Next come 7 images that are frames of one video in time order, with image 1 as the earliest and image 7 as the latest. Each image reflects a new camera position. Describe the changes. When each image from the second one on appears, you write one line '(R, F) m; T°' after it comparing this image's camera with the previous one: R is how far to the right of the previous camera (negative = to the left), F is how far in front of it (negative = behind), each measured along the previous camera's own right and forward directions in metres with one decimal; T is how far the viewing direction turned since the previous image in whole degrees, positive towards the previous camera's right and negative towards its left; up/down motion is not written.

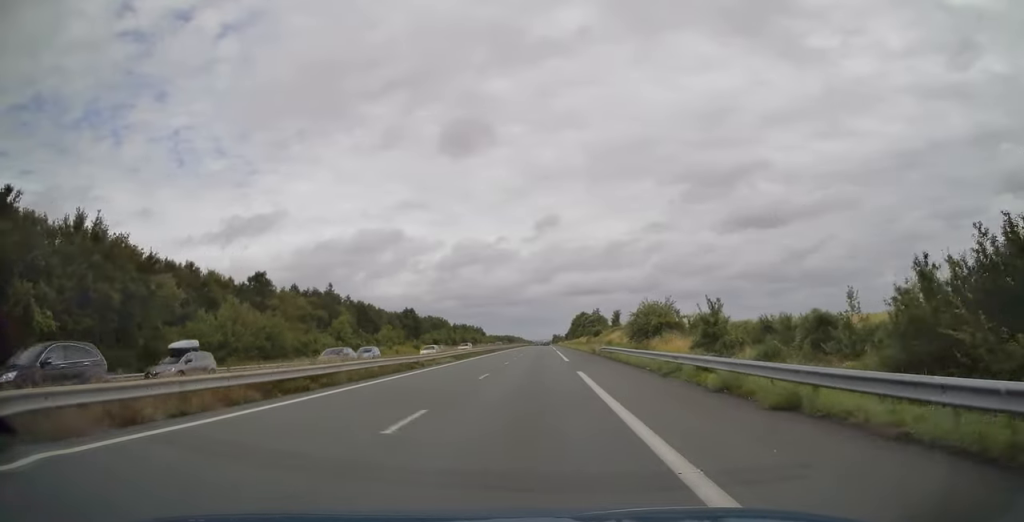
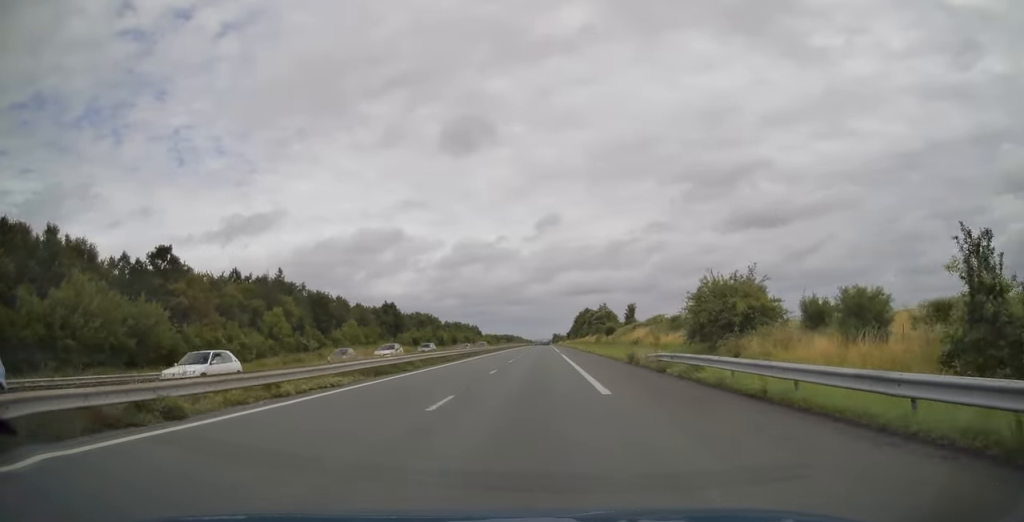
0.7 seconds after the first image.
(0.0, +23.3) m; 0°
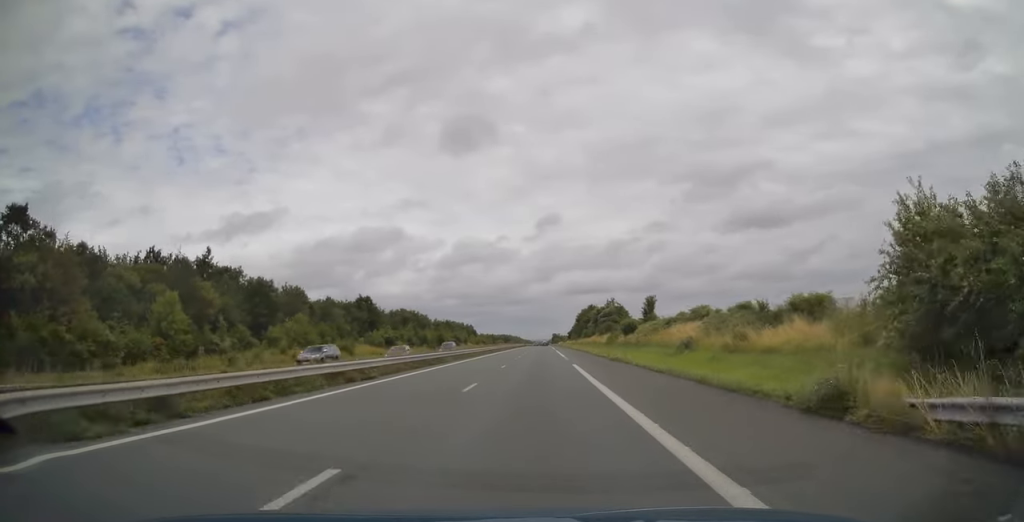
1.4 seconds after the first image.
(-0.2, +21.7) m; 0°
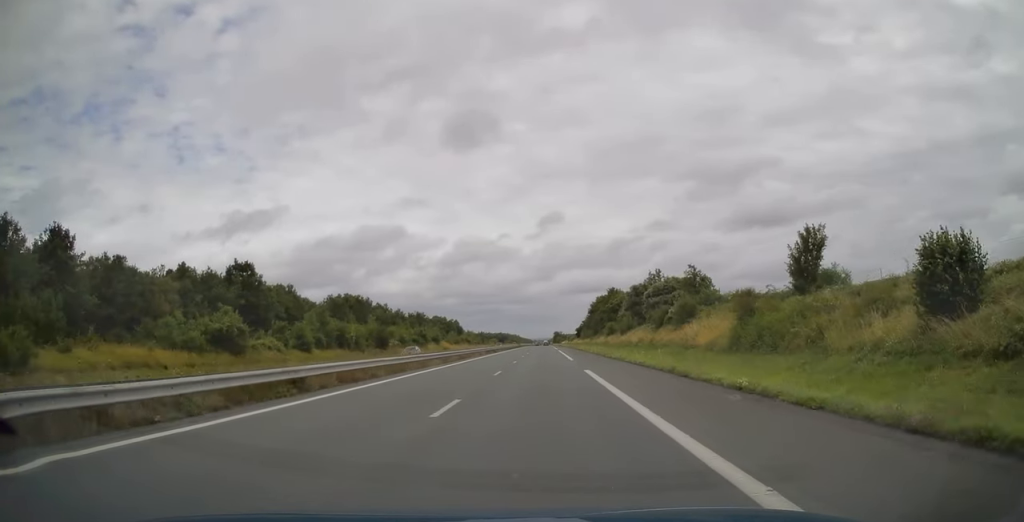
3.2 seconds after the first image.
(+0.4, +58.4) m; +1°
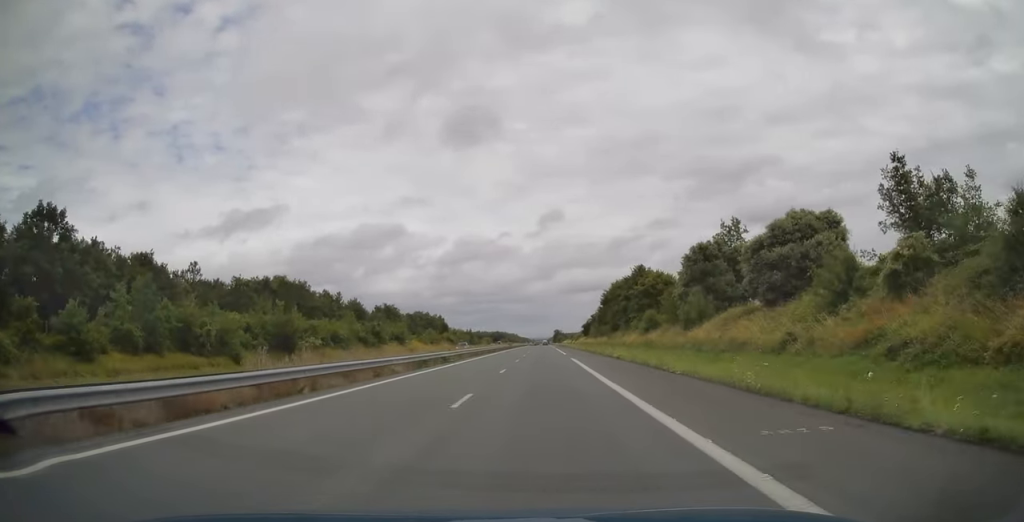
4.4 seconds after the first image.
(0.0, +37.8) m; 0°
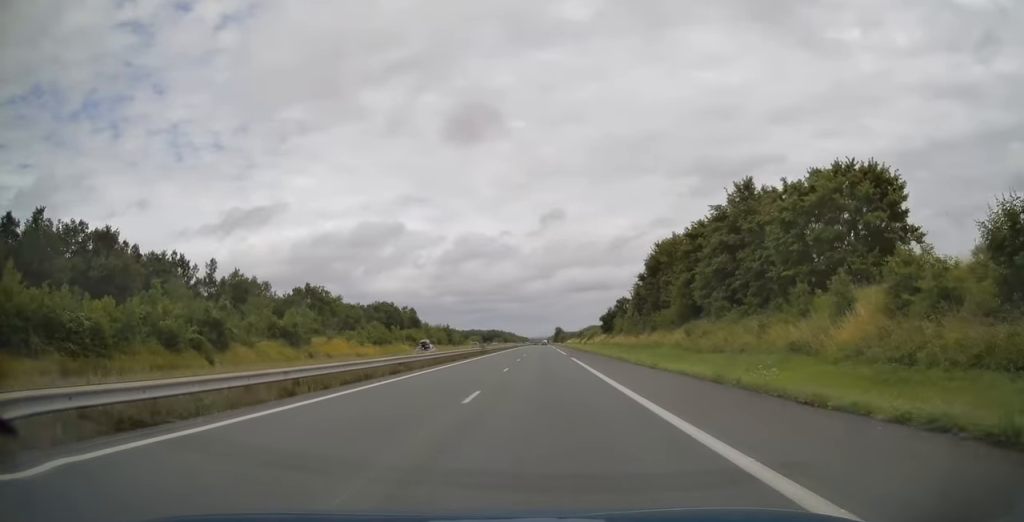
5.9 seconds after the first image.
(-0.3, +51.4) m; -1°
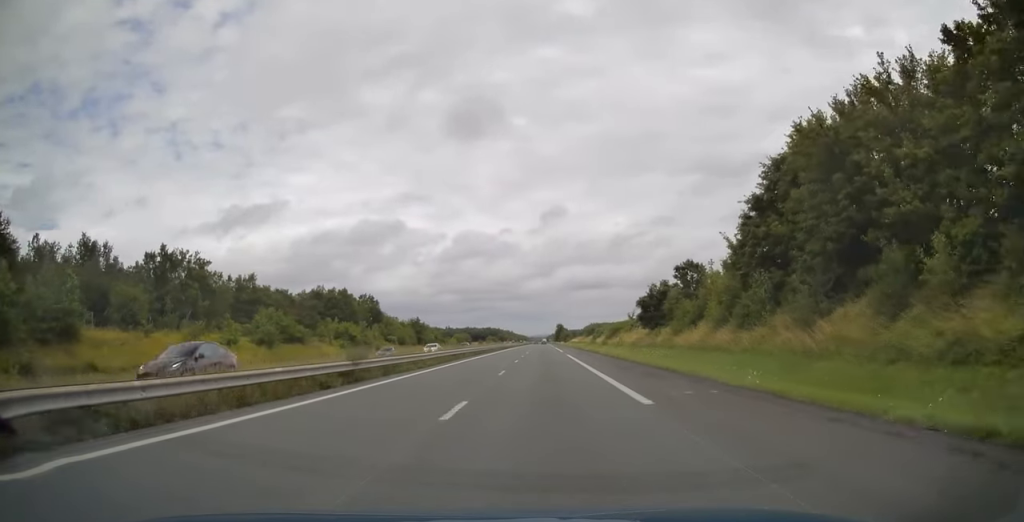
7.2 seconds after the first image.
(+0.1, +42.2) m; 0°
